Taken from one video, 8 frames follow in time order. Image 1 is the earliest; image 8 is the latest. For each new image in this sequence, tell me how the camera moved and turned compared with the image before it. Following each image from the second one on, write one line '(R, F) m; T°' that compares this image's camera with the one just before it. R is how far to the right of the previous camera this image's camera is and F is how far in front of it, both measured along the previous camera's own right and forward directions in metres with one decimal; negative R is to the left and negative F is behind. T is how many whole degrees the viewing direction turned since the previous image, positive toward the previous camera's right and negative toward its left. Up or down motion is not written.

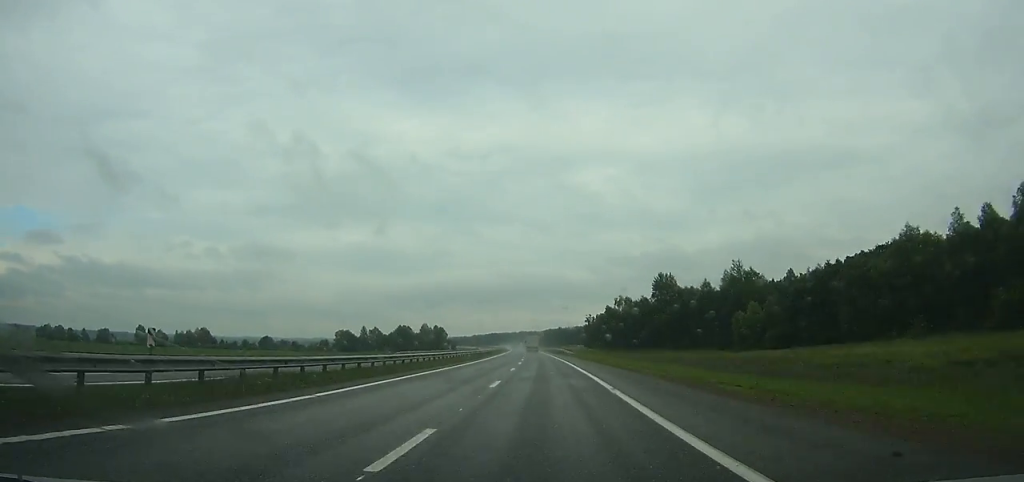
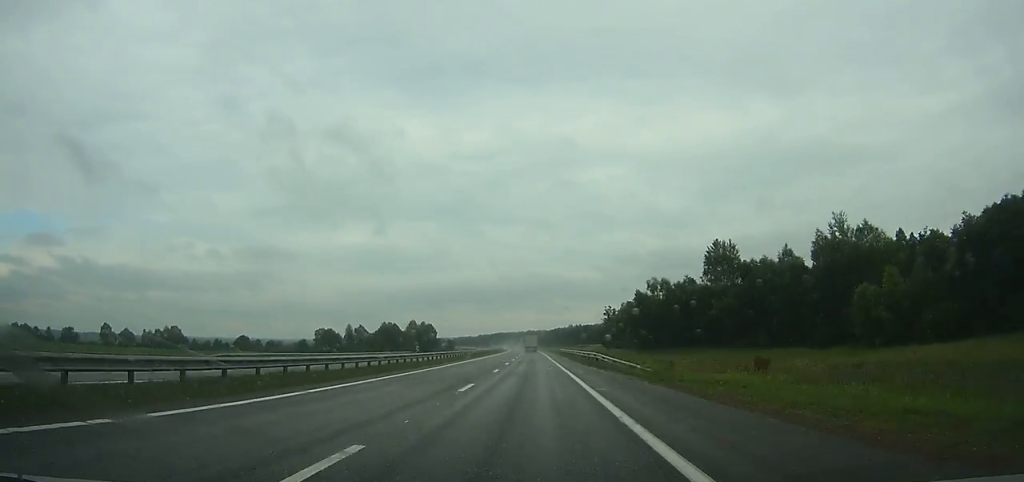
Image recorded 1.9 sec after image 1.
(+0.2, +49.5) m; -1°
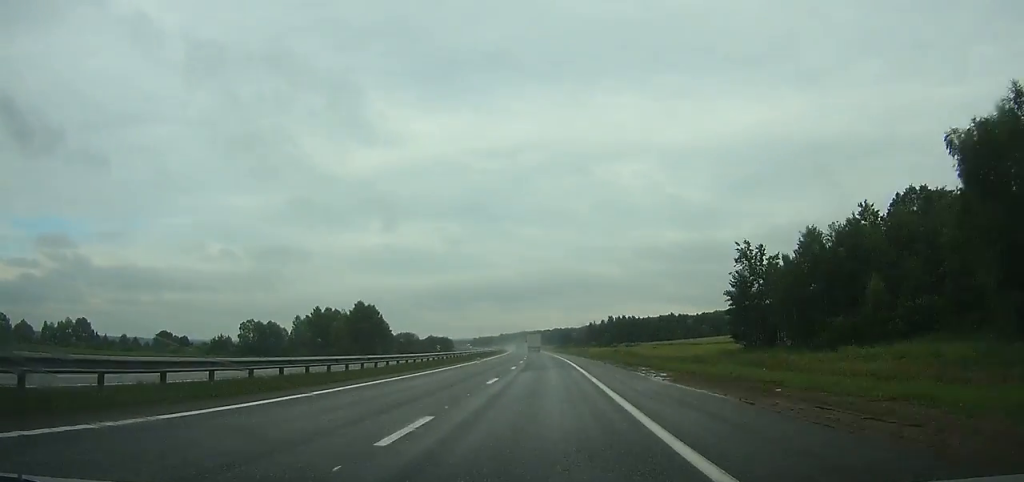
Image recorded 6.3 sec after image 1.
(-3.0, +116.4) m; -3°
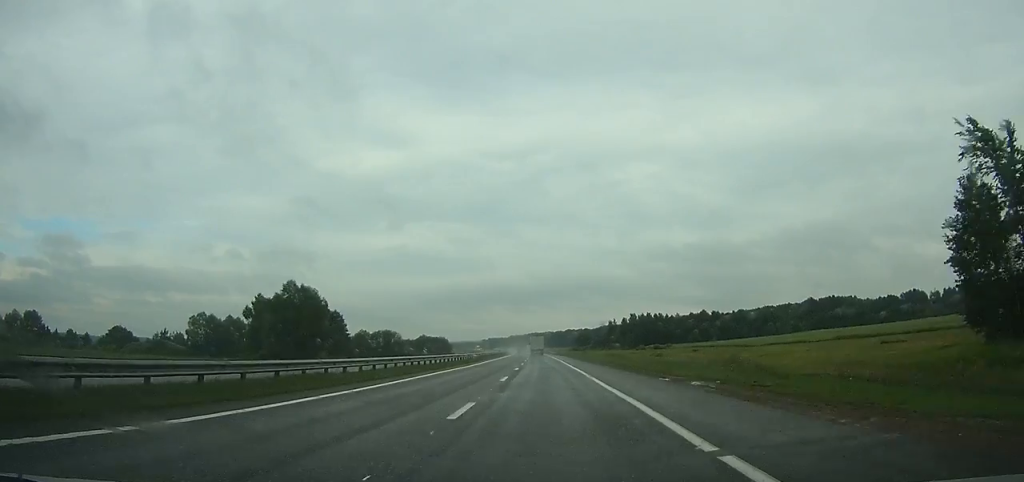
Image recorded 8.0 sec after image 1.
(0.0, +45.7) m; -1°
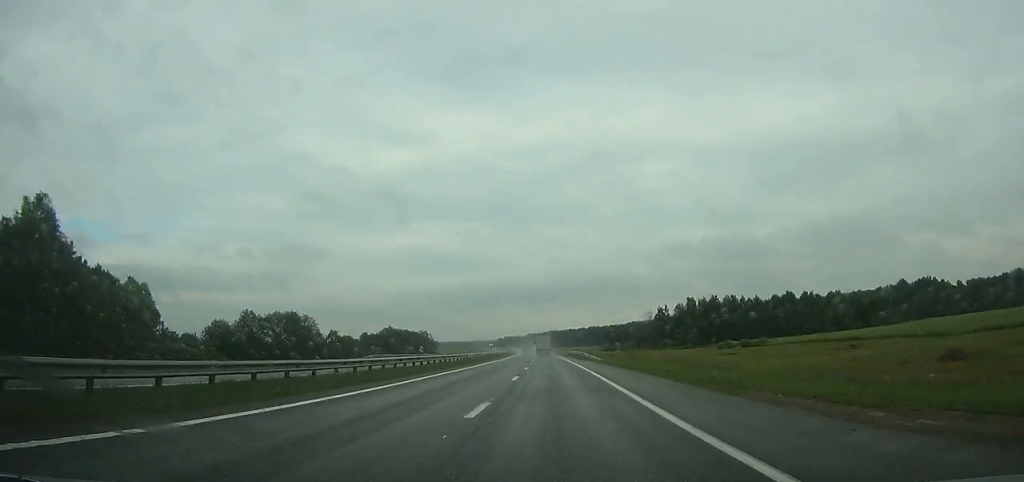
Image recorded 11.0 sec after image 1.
(-1.3, +82.5) m; -2°
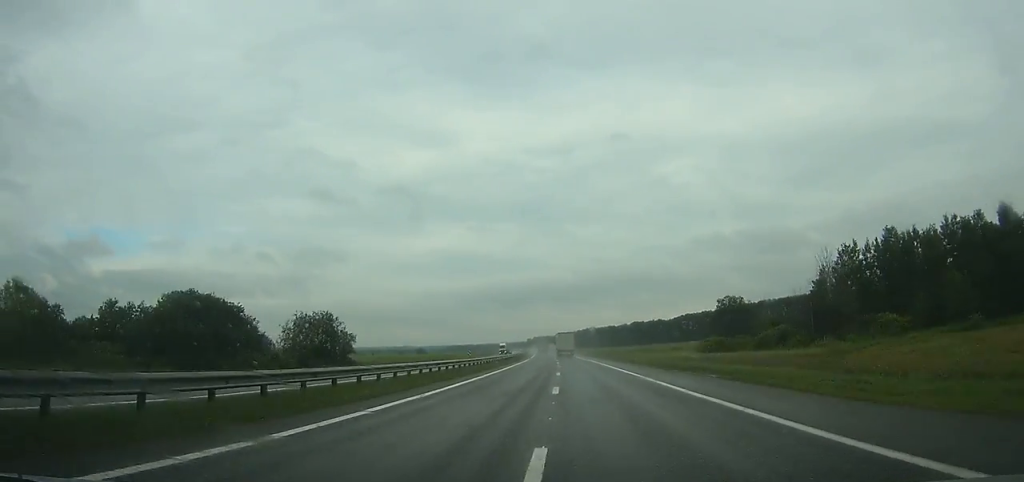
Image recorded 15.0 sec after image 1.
(-2.9, +113.6) m; -3°
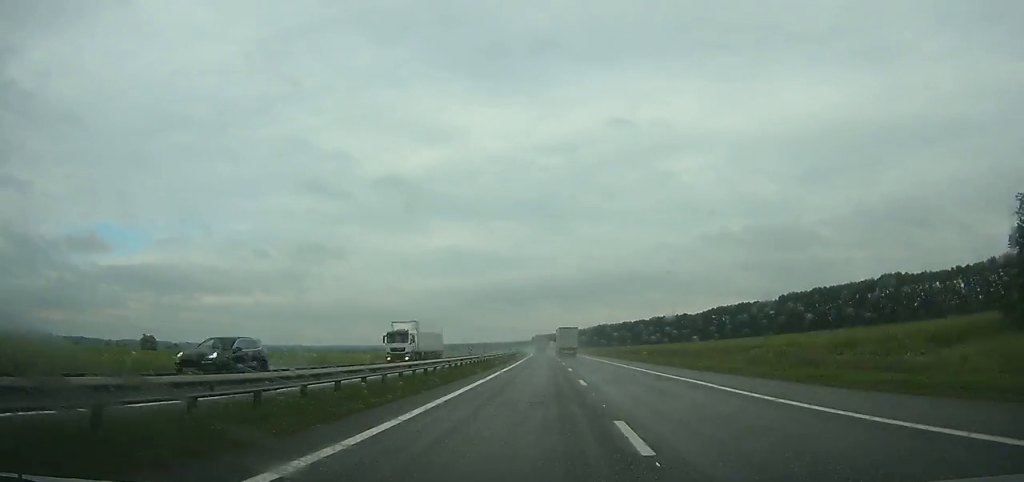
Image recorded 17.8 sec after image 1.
(-1.4, +81.5) m; -1°
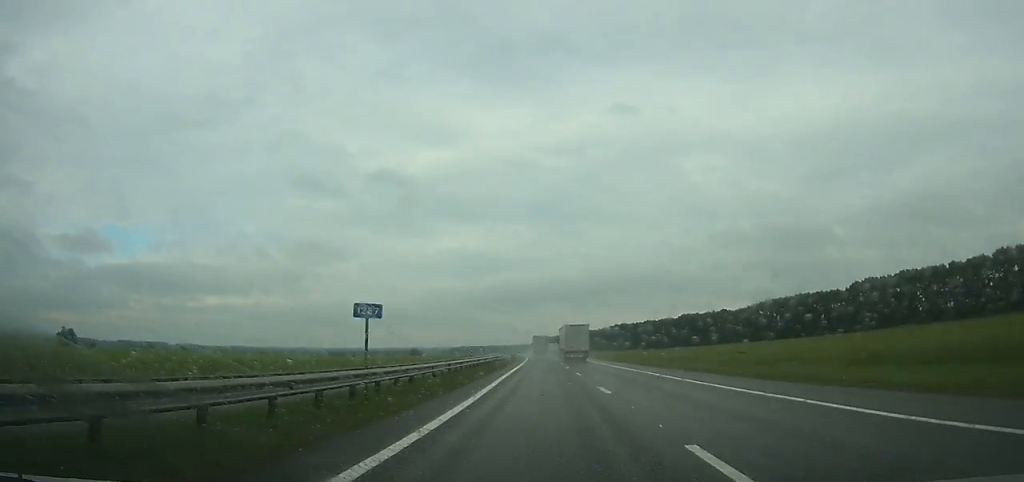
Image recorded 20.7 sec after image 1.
(-0.6, +85.5) m; -1°
